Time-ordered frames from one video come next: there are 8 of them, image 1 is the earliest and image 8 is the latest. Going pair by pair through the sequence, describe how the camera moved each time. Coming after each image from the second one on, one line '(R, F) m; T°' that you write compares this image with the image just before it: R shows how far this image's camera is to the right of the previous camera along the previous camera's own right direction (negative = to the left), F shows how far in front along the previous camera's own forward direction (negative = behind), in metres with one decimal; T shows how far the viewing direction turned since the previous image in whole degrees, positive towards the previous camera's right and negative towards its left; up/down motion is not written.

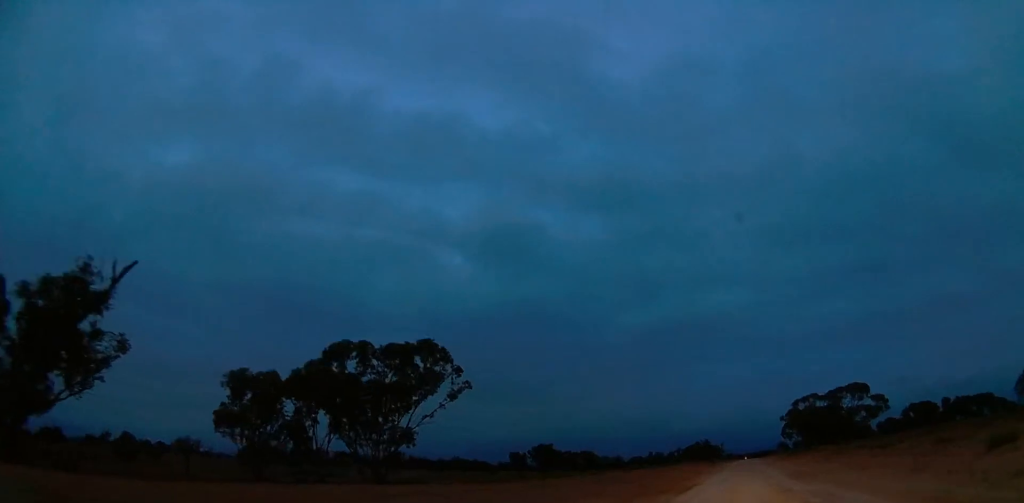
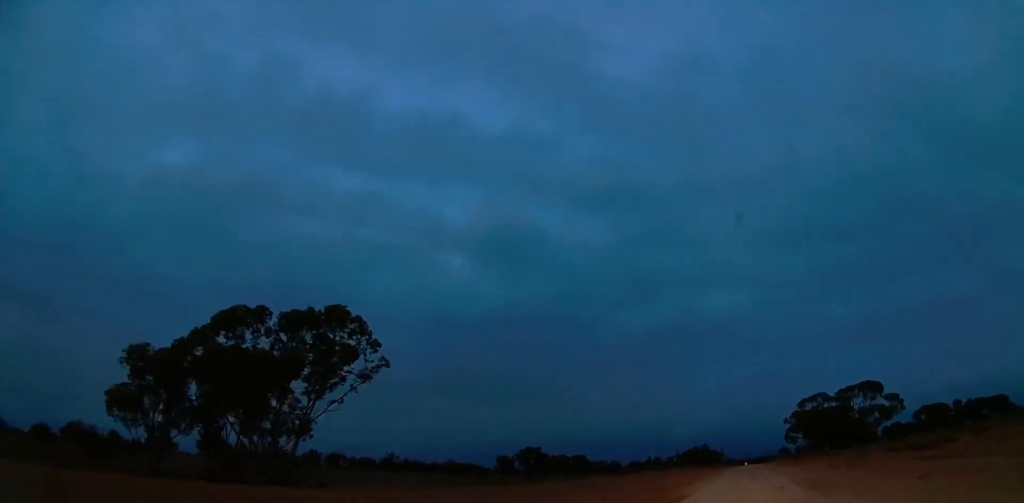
(+0.1, +8.6) m; +1°
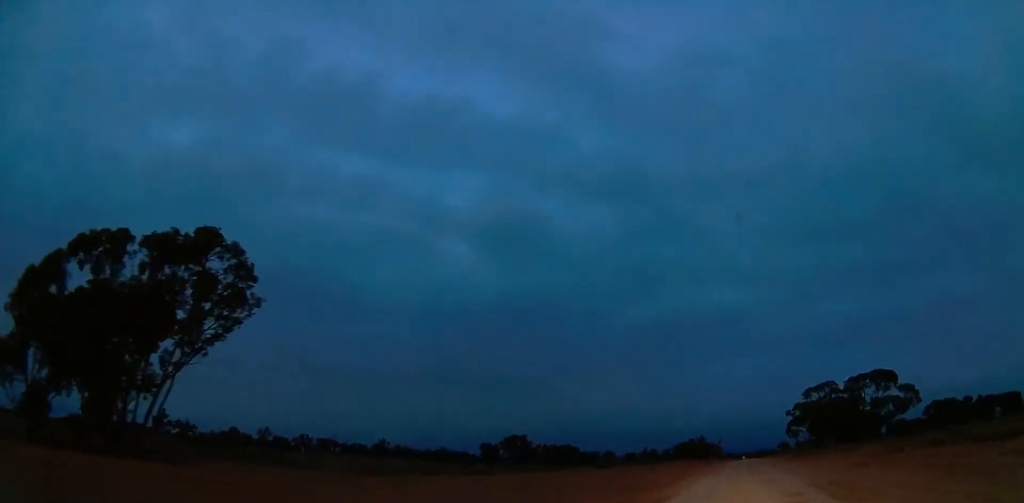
(0.0, +8.2) m; 0°
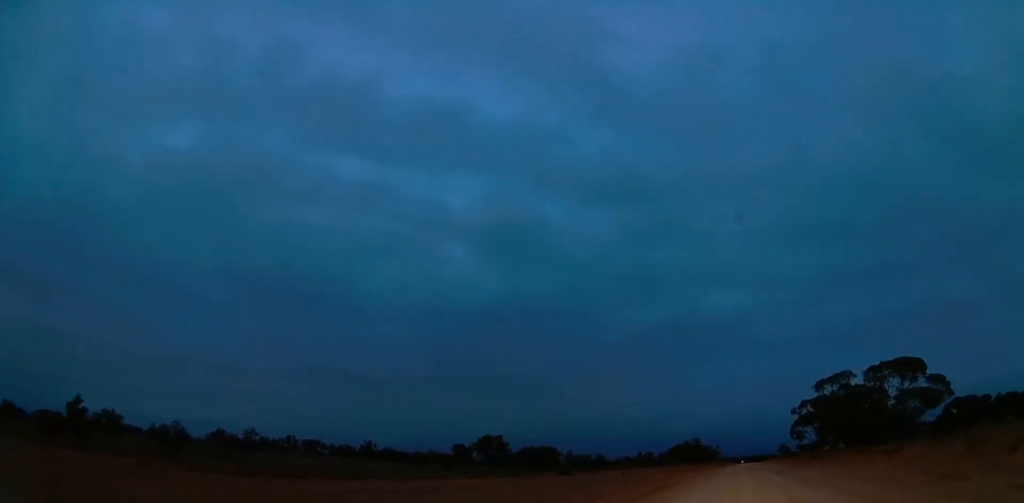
(0.0, +12.8) m; 0°
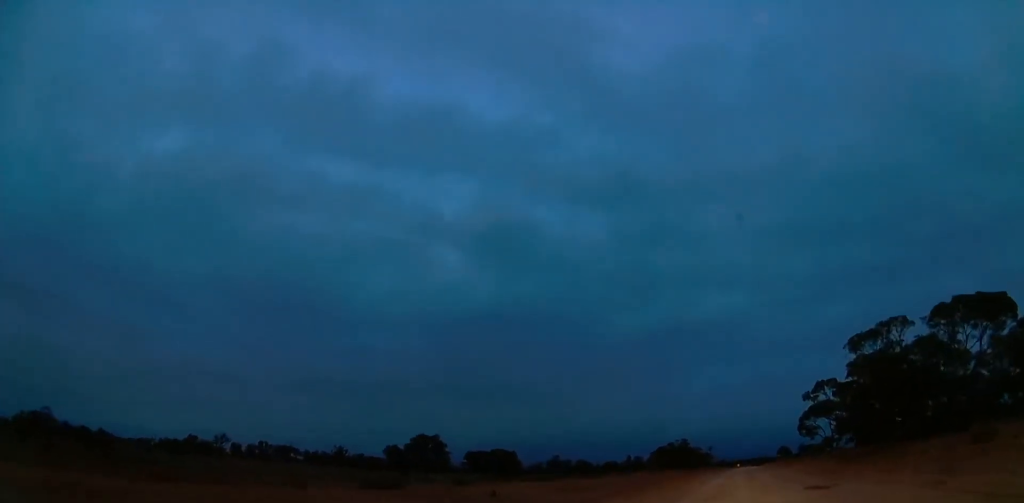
(0.0, +24.0) m; 0°
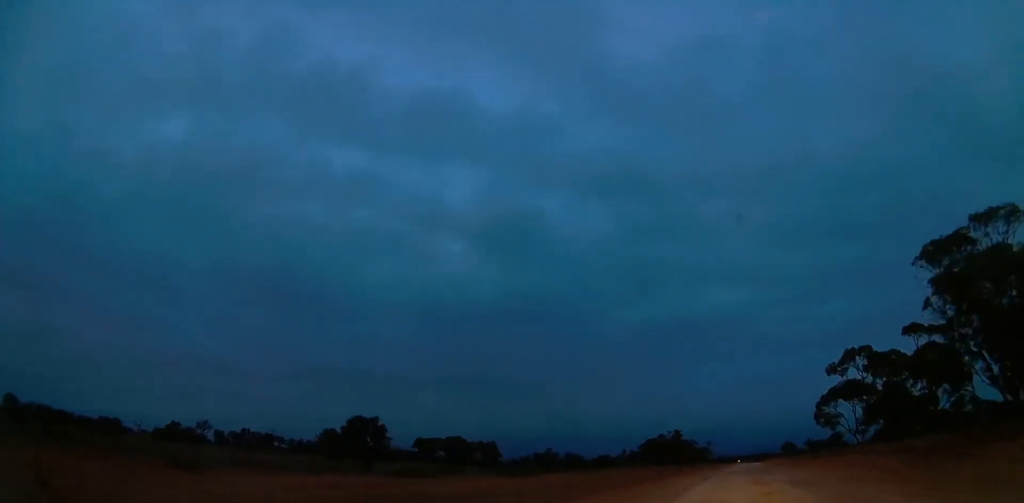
(0.0, +17.6) m; 0°
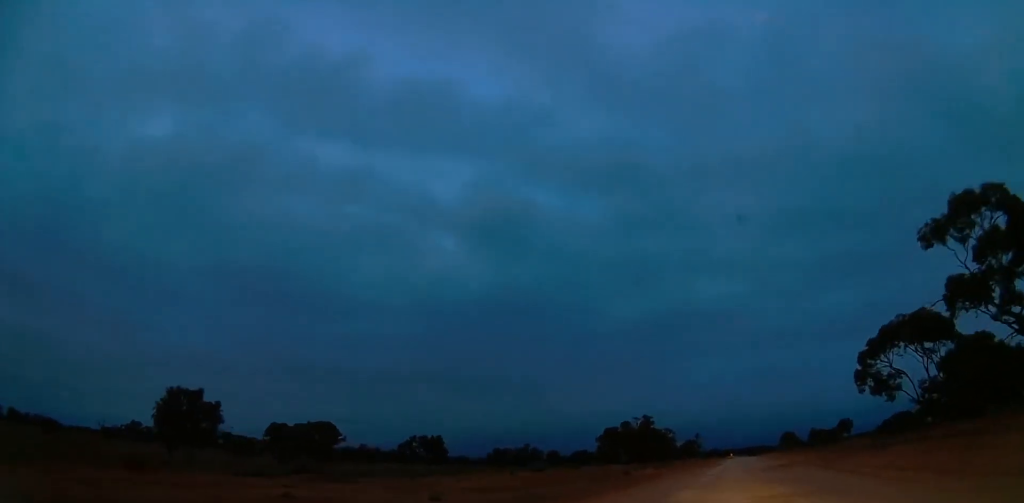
(0.0, +29.2) m; +3°
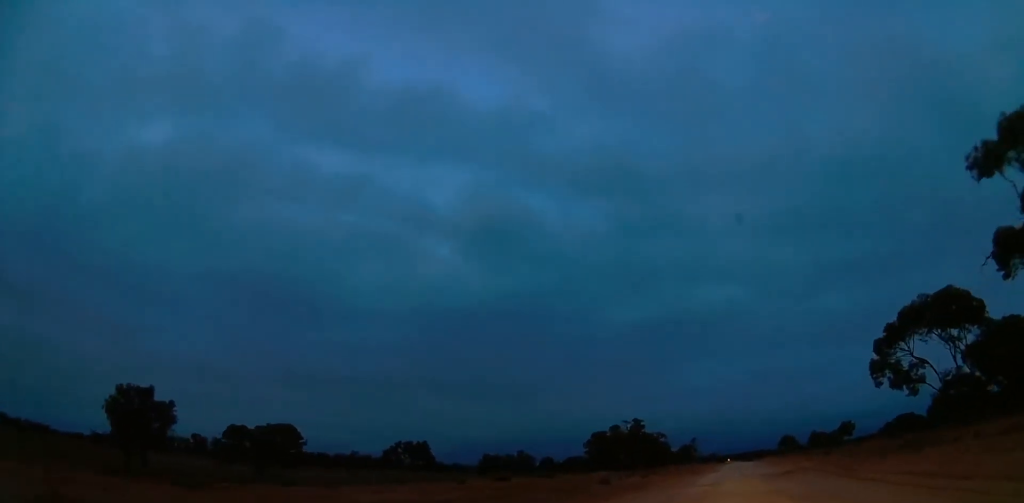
(+0.1, +6.0) m; 0°
